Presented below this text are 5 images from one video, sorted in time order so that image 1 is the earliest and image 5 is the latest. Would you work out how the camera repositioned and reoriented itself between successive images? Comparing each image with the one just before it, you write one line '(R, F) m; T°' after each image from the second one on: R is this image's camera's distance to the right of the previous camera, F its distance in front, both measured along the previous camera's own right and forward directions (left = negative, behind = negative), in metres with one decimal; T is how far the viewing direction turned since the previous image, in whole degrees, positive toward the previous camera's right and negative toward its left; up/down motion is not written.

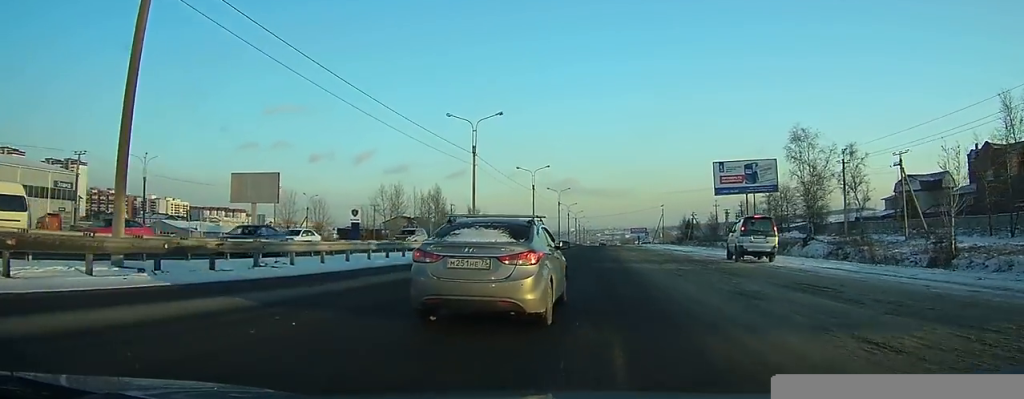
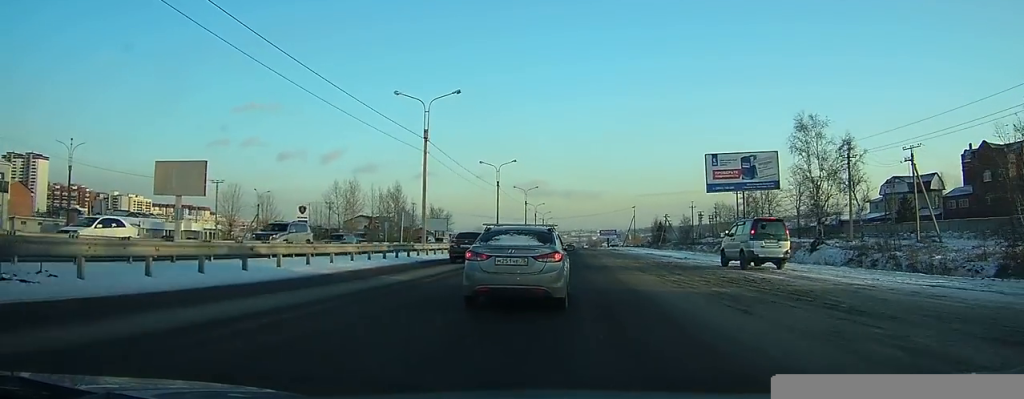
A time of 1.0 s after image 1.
(-0.1, +6.3) m; -1°
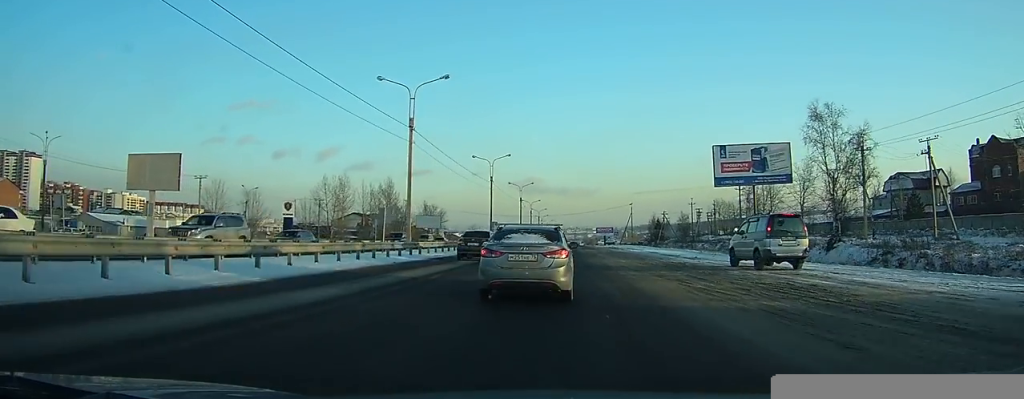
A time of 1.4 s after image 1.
(0.0, +2.7) m; 0°
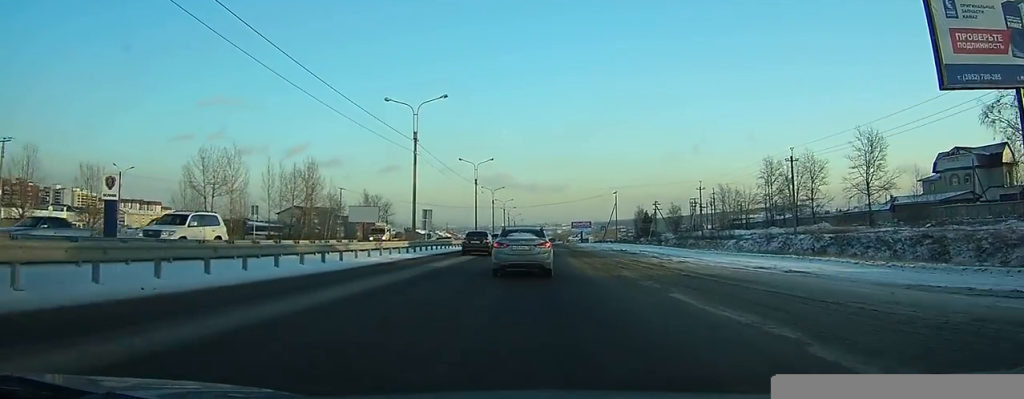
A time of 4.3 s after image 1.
(+0.4, +25.0) m; +2°
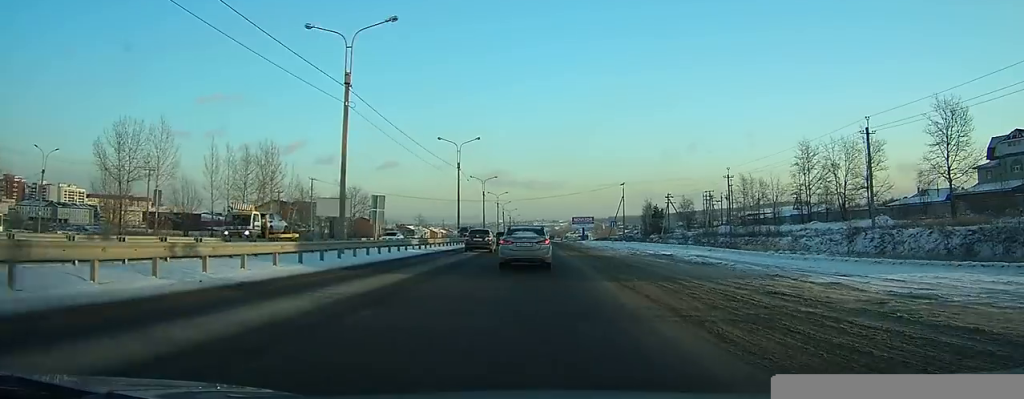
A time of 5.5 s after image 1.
(+0.2, +14.0) m; +2°
